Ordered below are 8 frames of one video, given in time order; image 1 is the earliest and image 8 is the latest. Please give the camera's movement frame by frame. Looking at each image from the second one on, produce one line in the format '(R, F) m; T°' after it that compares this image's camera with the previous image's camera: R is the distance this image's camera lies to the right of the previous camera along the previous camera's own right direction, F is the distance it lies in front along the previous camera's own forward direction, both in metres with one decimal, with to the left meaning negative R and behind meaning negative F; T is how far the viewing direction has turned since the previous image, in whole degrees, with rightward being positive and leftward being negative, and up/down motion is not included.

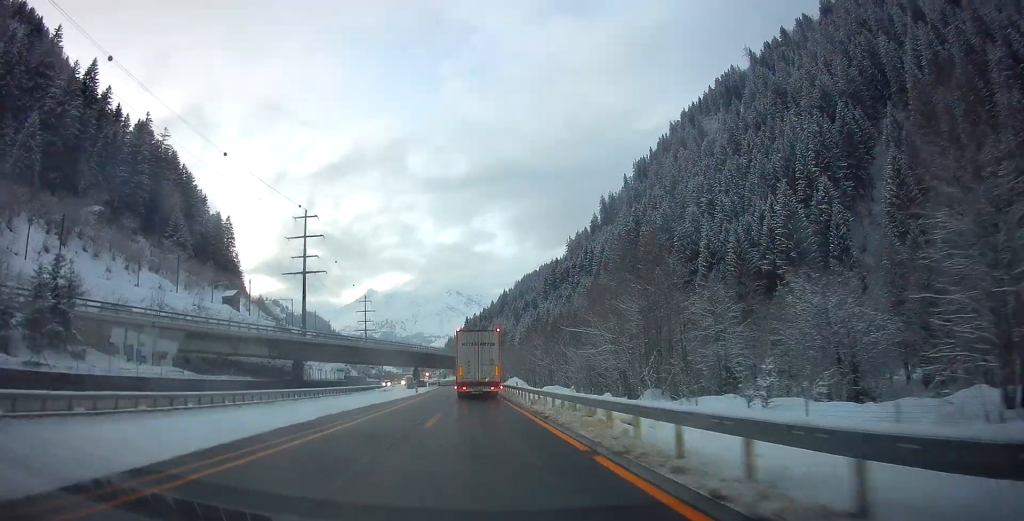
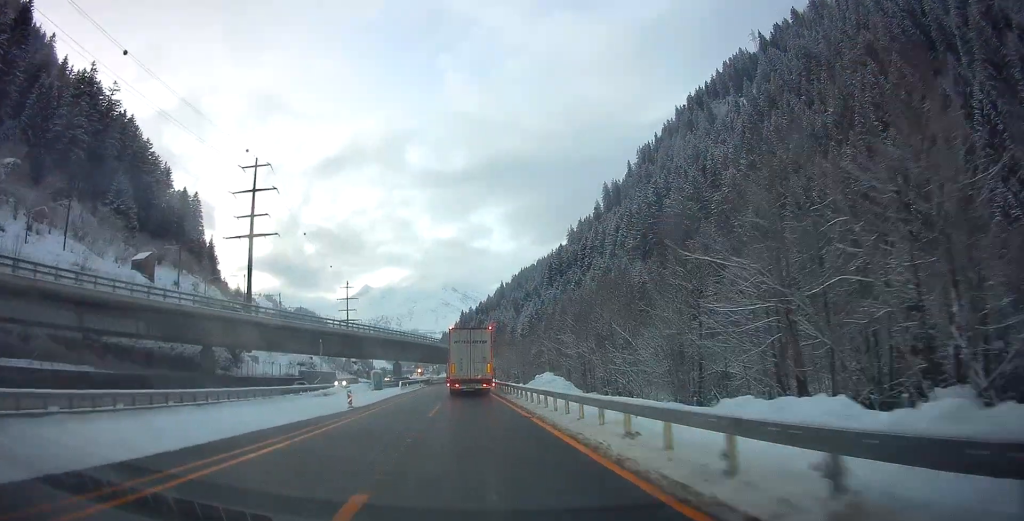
(+0.5, +31.3) m; 0°
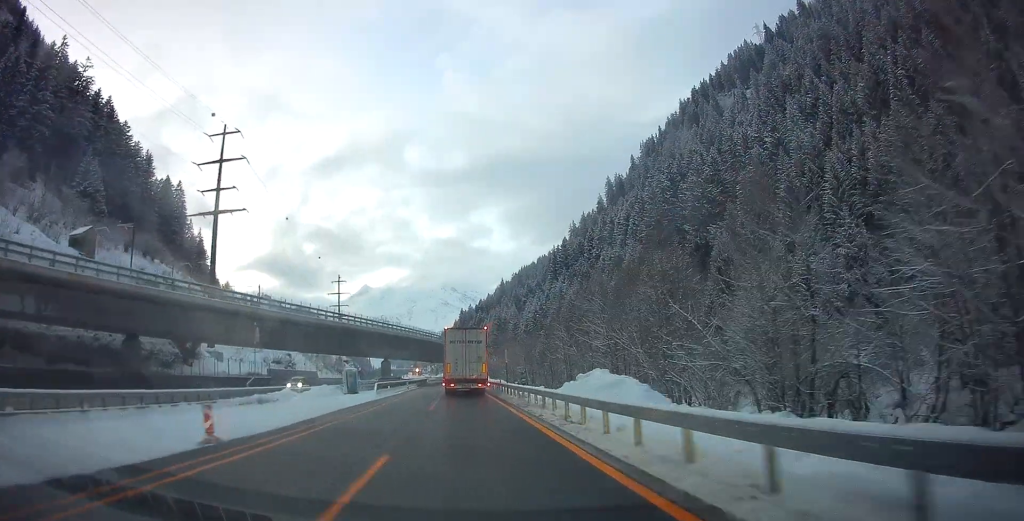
(-0.6, +15.3) m; -1°
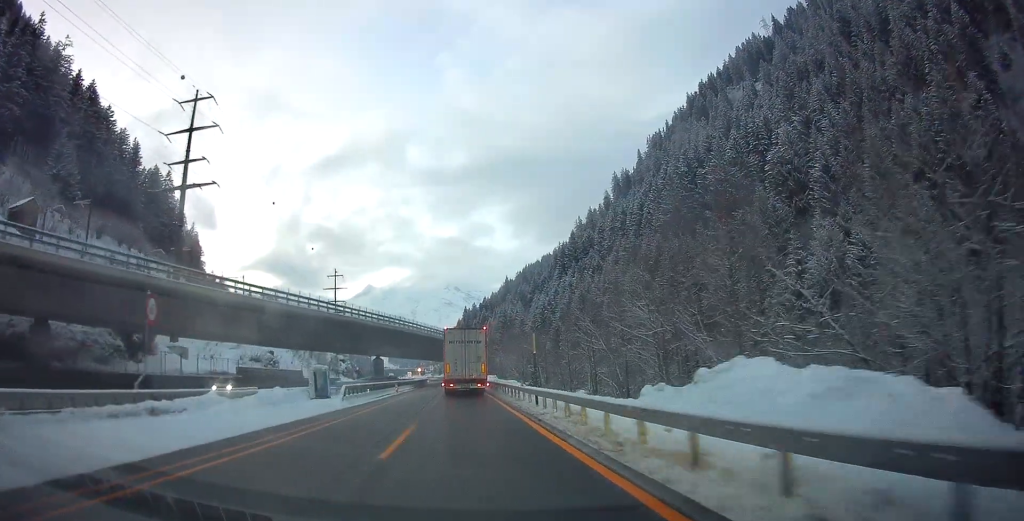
(-0.1, +12.6) m; 0°
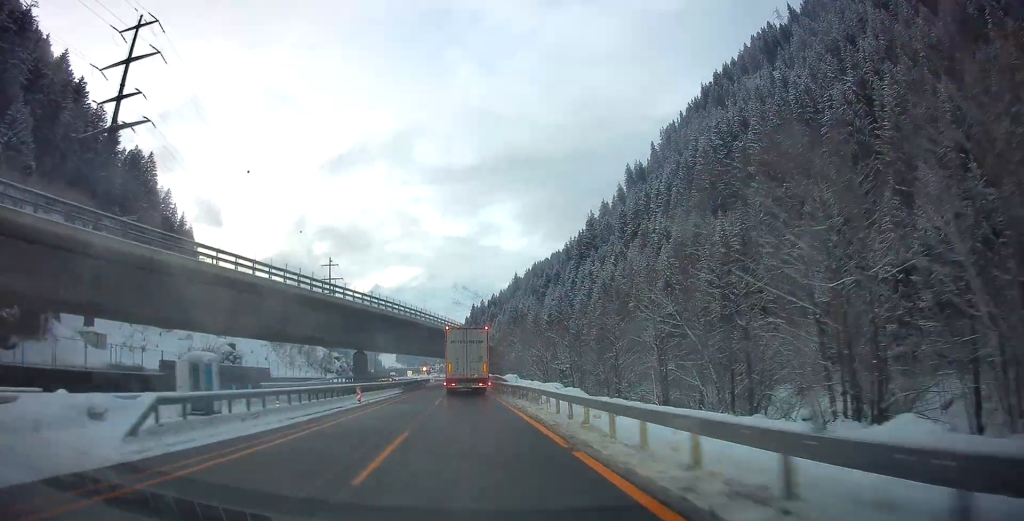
(+0.3, +19.8) m; +1°
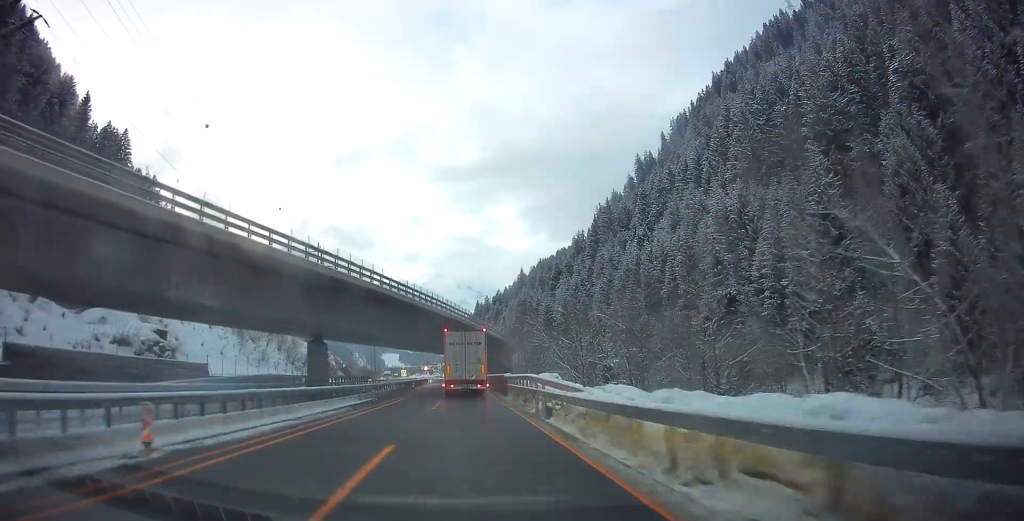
(-0.1, +19.6) m; -1°
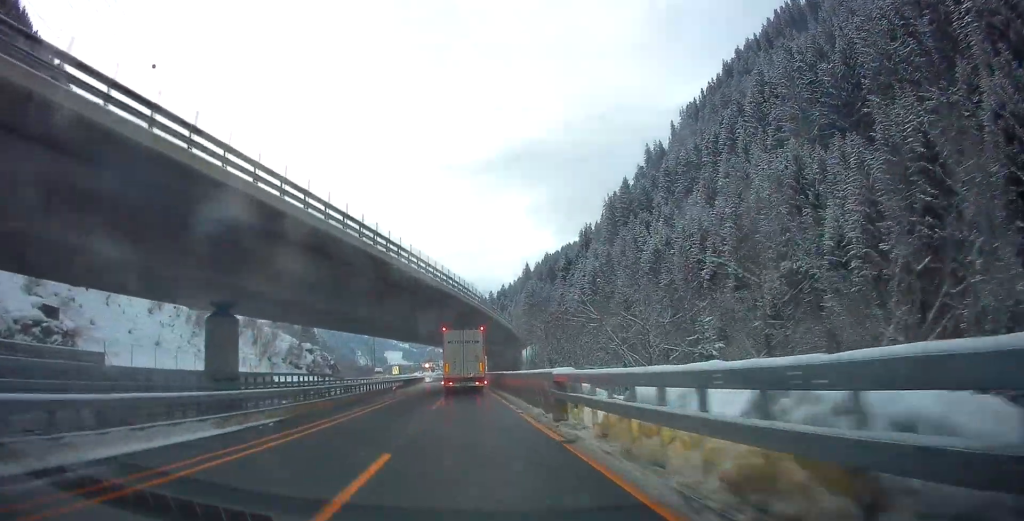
(-0.2, +18.7) m; 0°
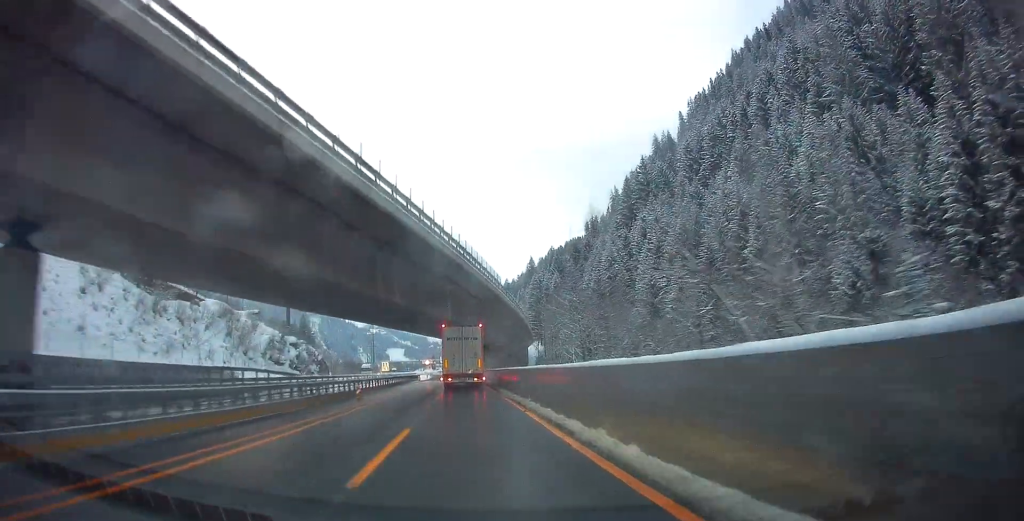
(+0.1, +14.4) m; +1°
